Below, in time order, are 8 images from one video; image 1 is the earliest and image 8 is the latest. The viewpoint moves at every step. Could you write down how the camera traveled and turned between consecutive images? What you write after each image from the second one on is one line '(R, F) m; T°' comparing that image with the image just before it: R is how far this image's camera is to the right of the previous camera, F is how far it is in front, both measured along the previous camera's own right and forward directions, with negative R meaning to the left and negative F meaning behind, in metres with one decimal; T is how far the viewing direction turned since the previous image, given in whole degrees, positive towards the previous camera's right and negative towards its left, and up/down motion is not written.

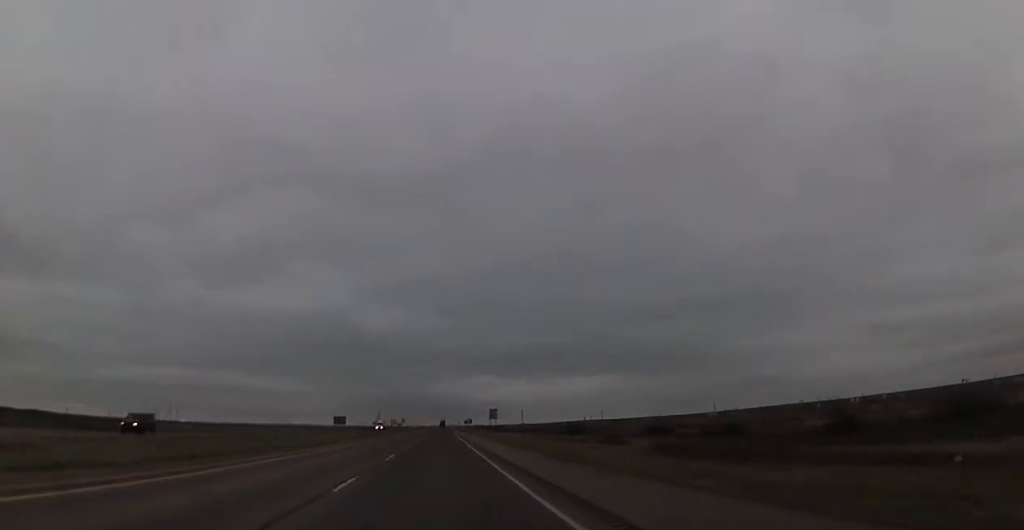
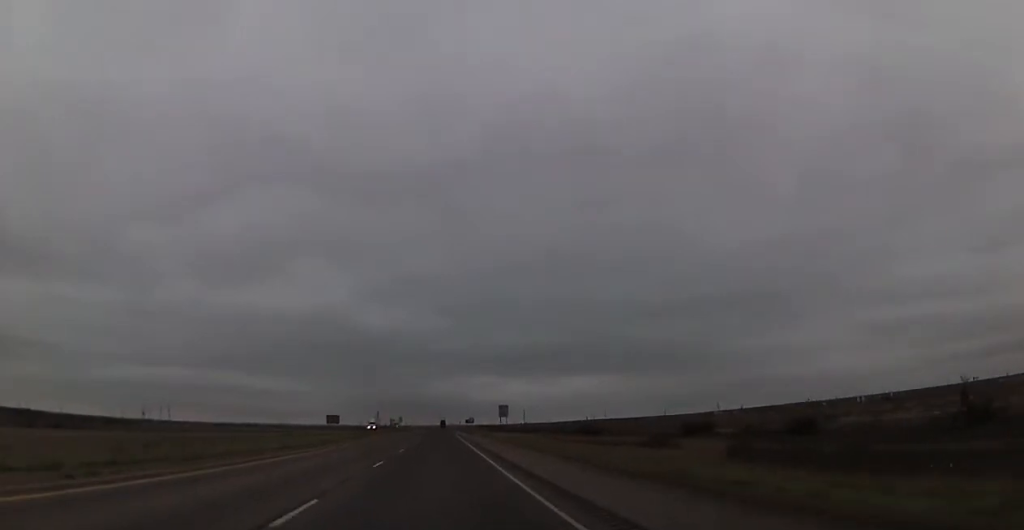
(-0.1, +16.7) m; 0°
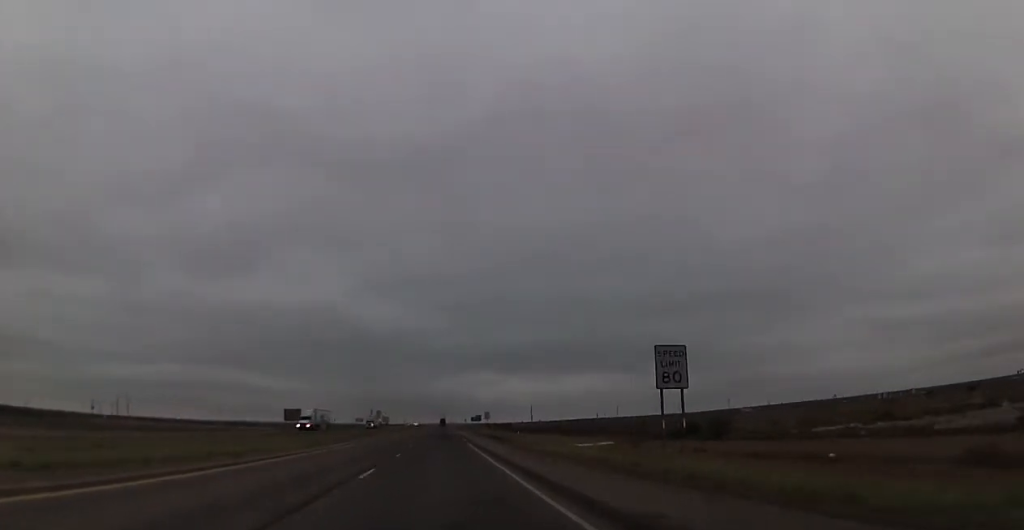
(+0.3, +64.3) m; -1°
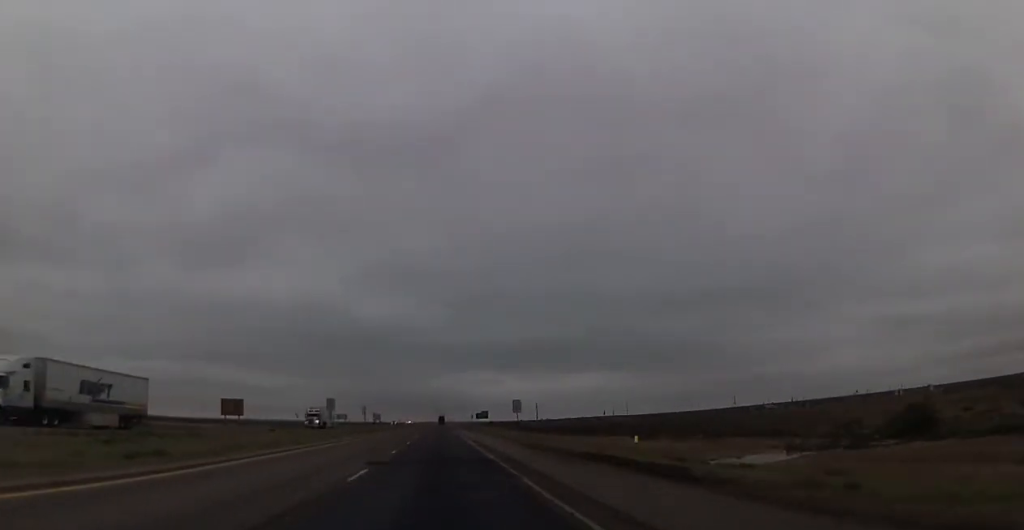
(-0.1, +49.9) m; 0°
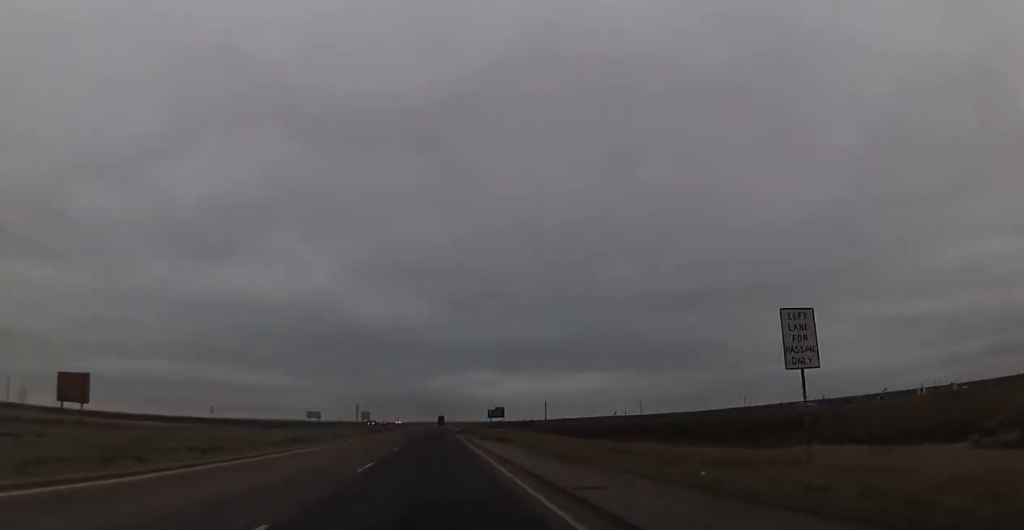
(+0.3, +57.3) m; +1°
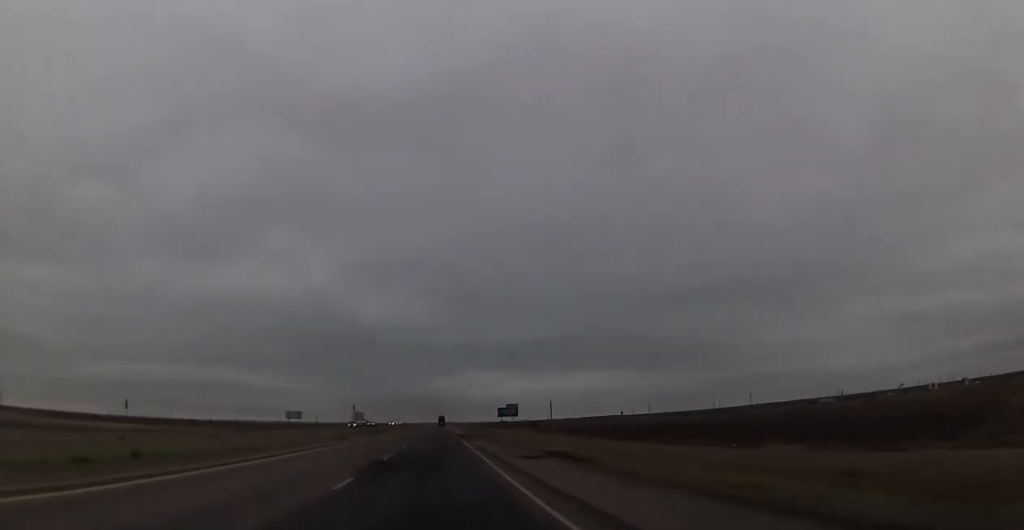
(+0.4, +27.7) m; 0°
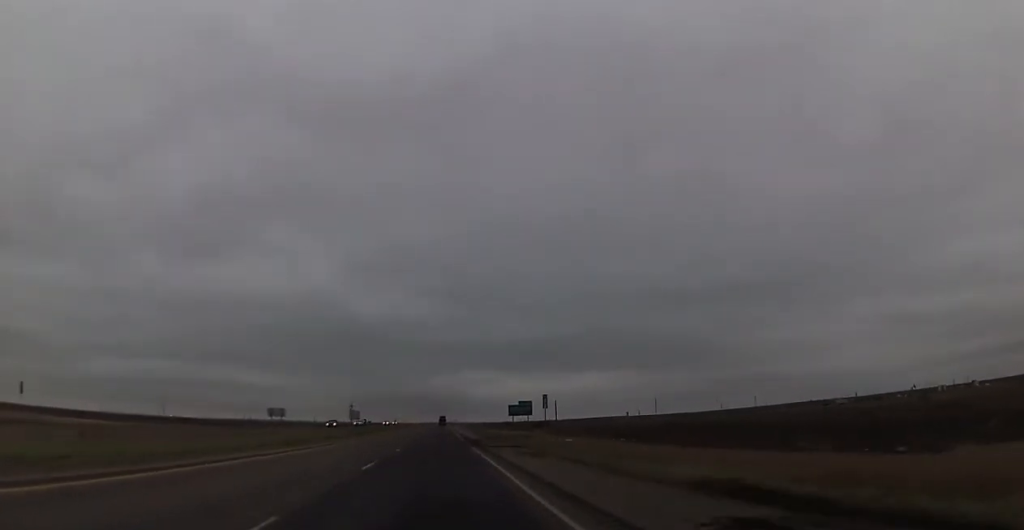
(-0.1, +19.8) m; 0°
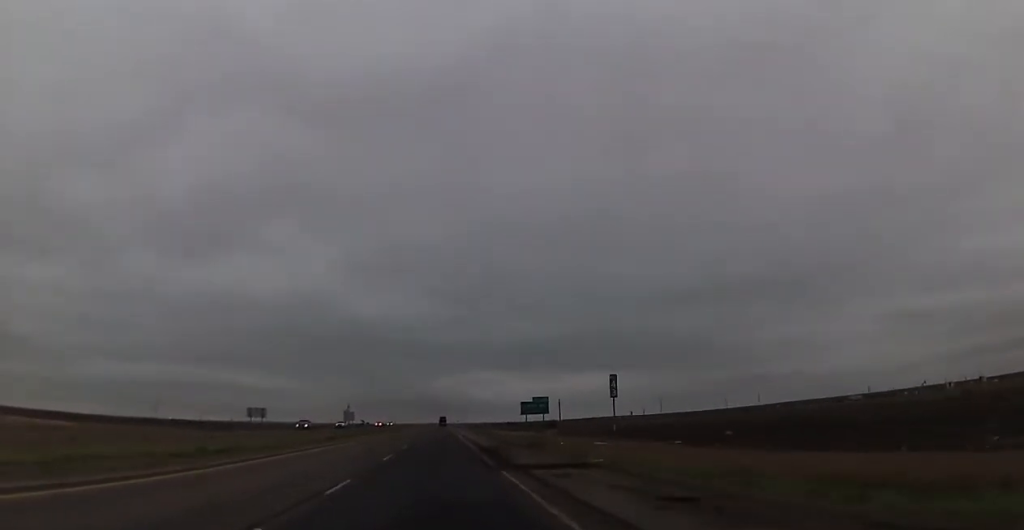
(0.0, +17.4) m; 0°
